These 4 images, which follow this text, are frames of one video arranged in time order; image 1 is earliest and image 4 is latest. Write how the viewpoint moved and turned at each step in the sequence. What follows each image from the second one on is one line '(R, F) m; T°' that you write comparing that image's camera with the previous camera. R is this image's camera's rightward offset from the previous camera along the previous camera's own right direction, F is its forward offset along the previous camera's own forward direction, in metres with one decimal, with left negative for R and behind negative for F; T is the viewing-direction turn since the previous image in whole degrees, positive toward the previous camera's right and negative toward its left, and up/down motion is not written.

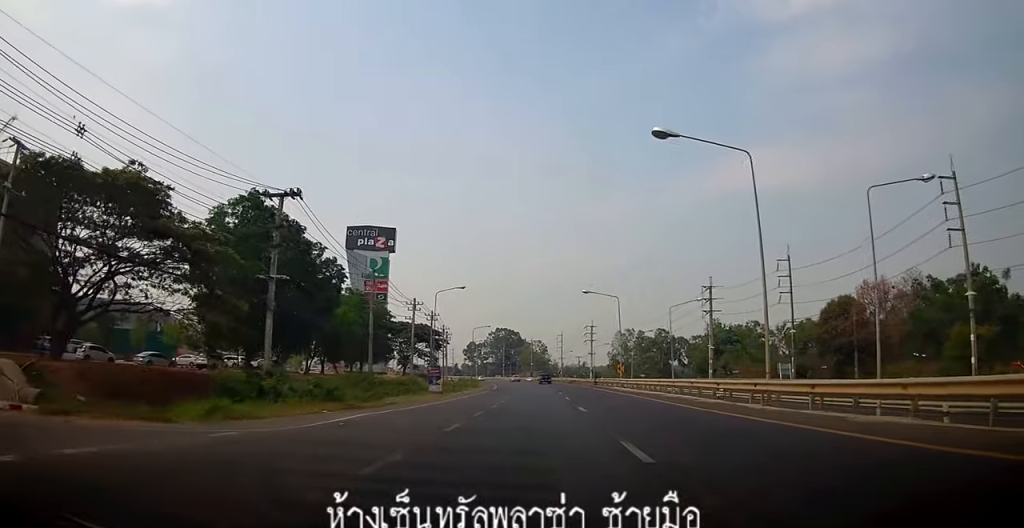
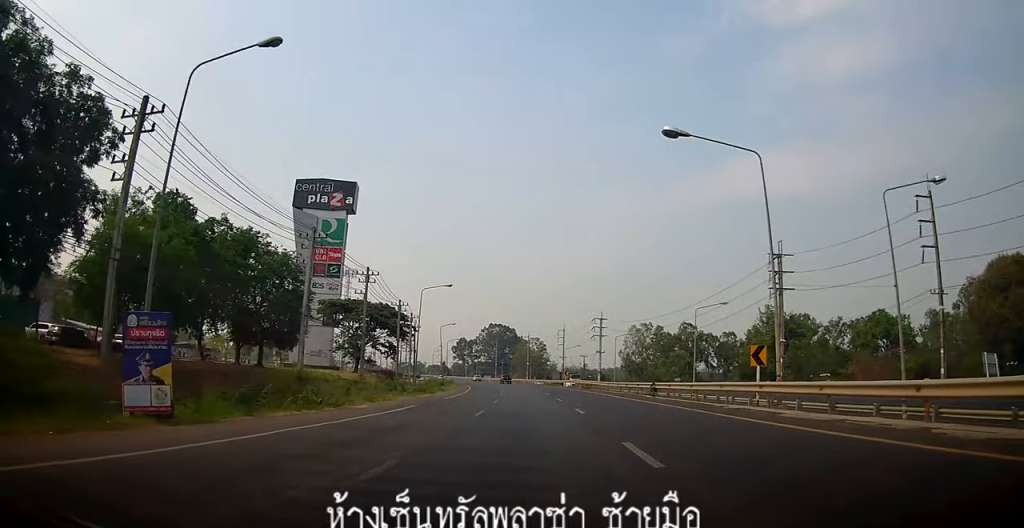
(-0.2, +37.2) m; 0°
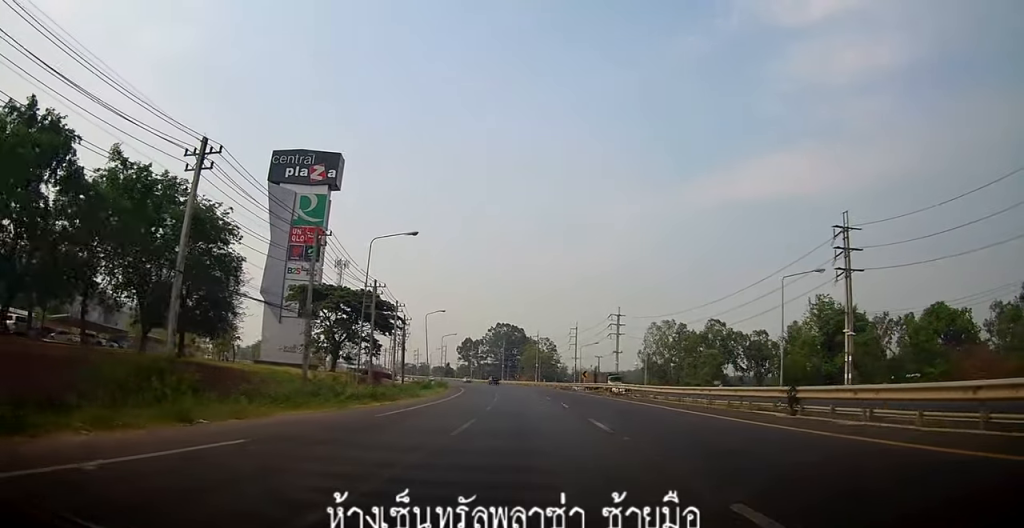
(+0.1, +17.4) m; 0°
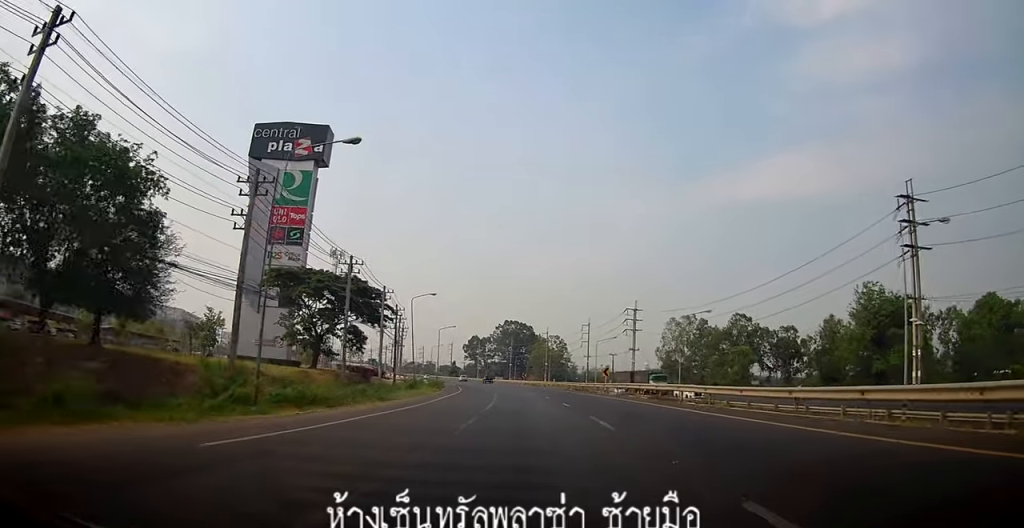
(0.0, +12.4) m; 0°
